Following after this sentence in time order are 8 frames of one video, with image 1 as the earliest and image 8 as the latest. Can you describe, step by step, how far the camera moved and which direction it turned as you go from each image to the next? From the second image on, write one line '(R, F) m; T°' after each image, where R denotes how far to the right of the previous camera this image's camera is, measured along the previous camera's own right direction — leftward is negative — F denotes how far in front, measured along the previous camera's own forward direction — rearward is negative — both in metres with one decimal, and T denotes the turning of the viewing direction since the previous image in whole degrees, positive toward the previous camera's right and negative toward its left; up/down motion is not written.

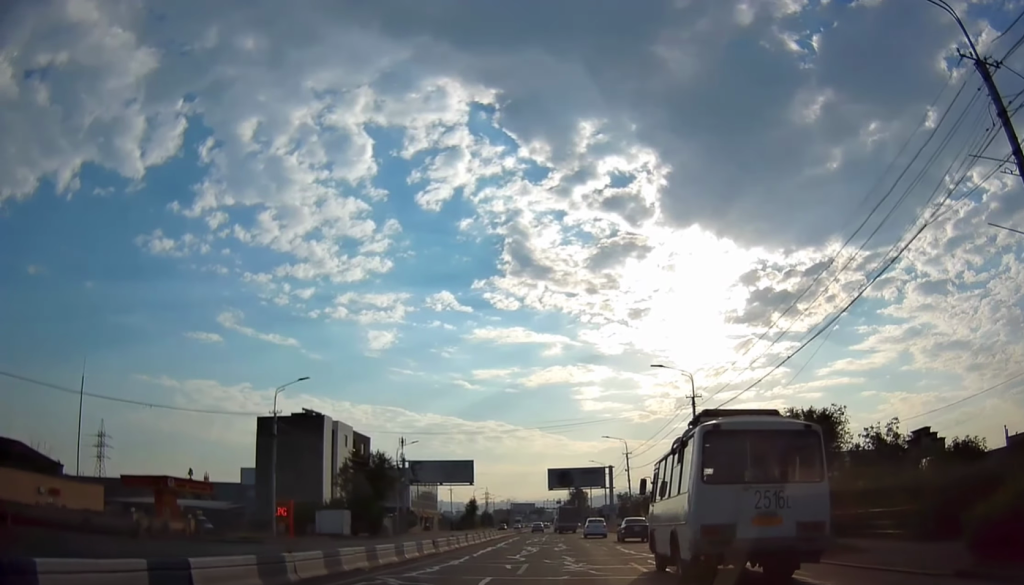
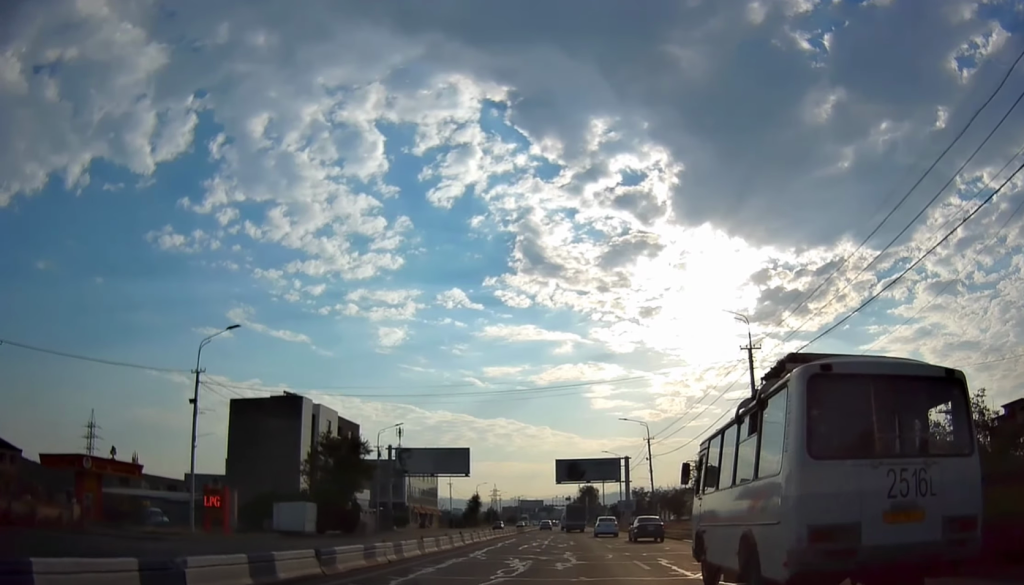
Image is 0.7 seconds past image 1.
(-0.1, +13.1) m; -1°
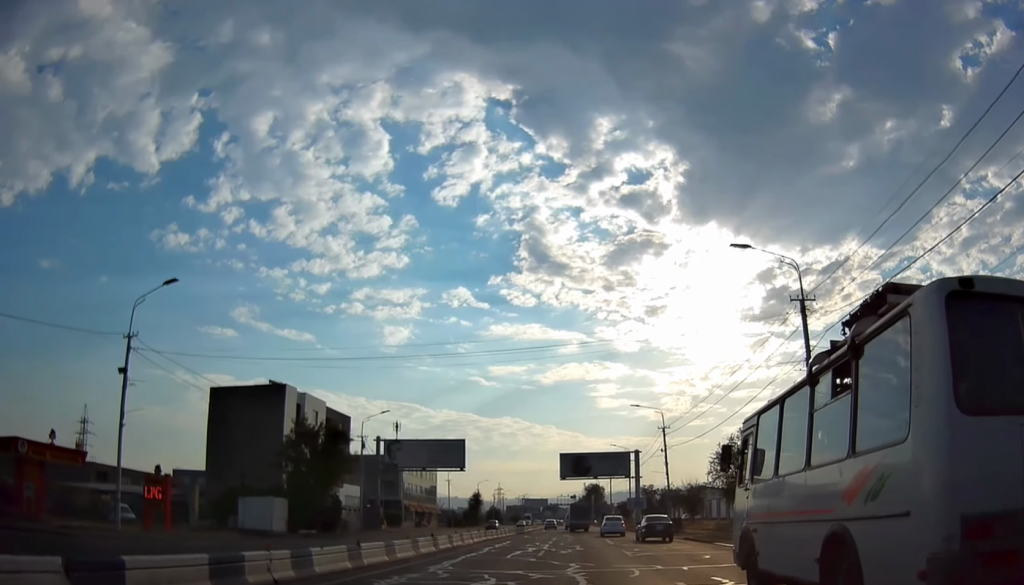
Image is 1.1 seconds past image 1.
(0.0, +7.5) m; 0°
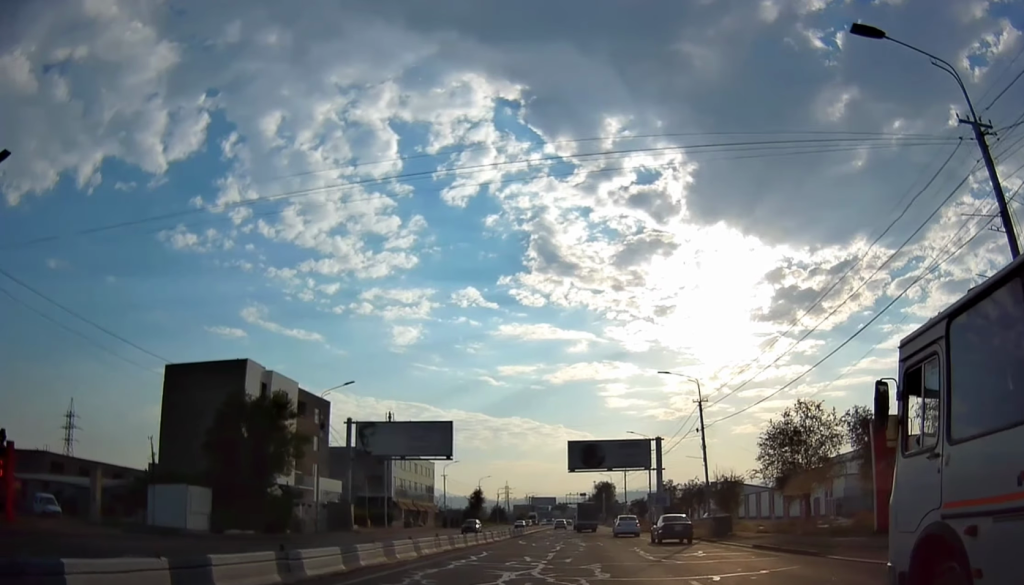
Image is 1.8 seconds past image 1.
(-0.1, +13.5) m; -1°
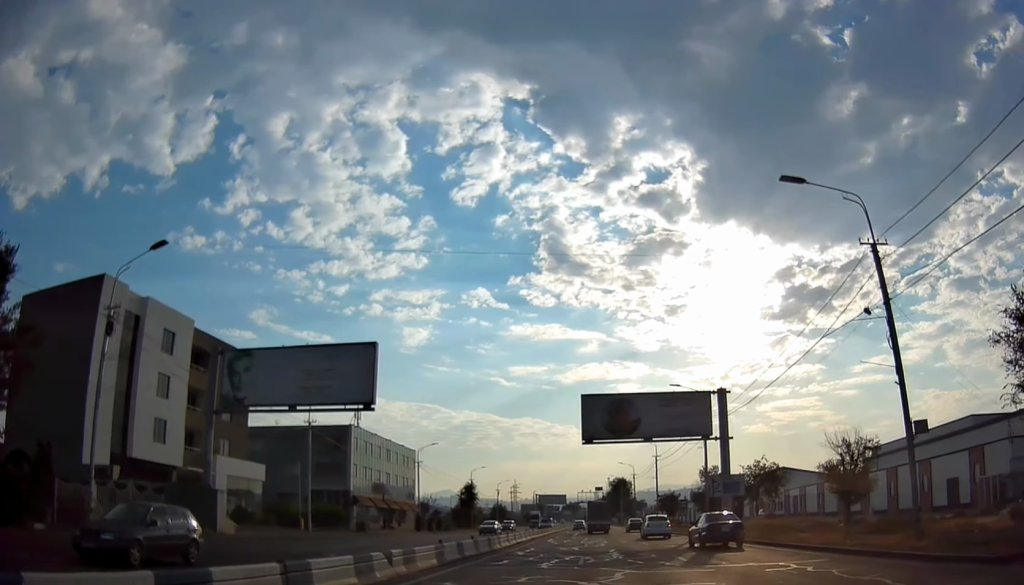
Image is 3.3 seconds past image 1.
(-0.3, +28.0) m; -2°
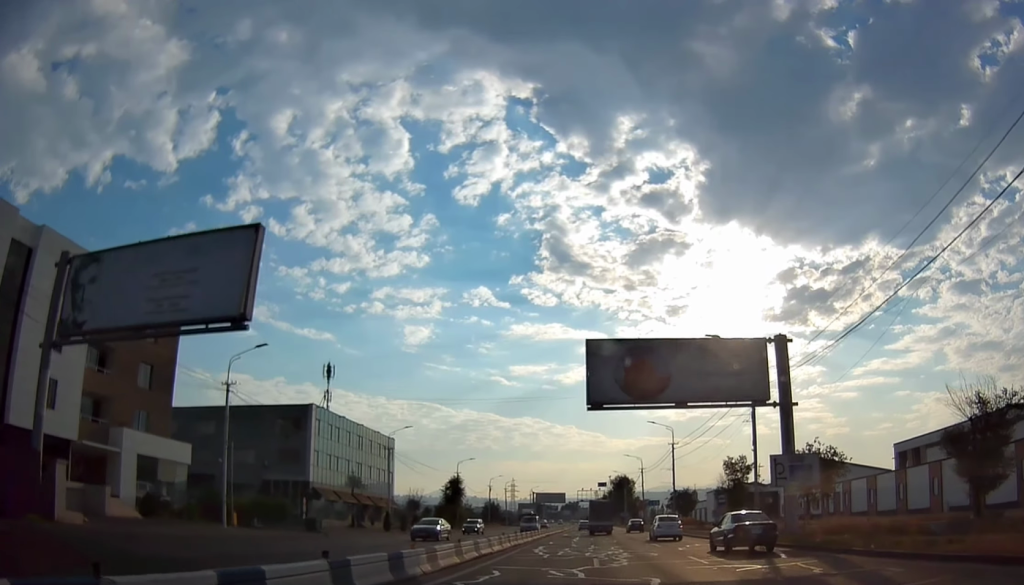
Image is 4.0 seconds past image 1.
(-0.3, +14.5) m; +1°
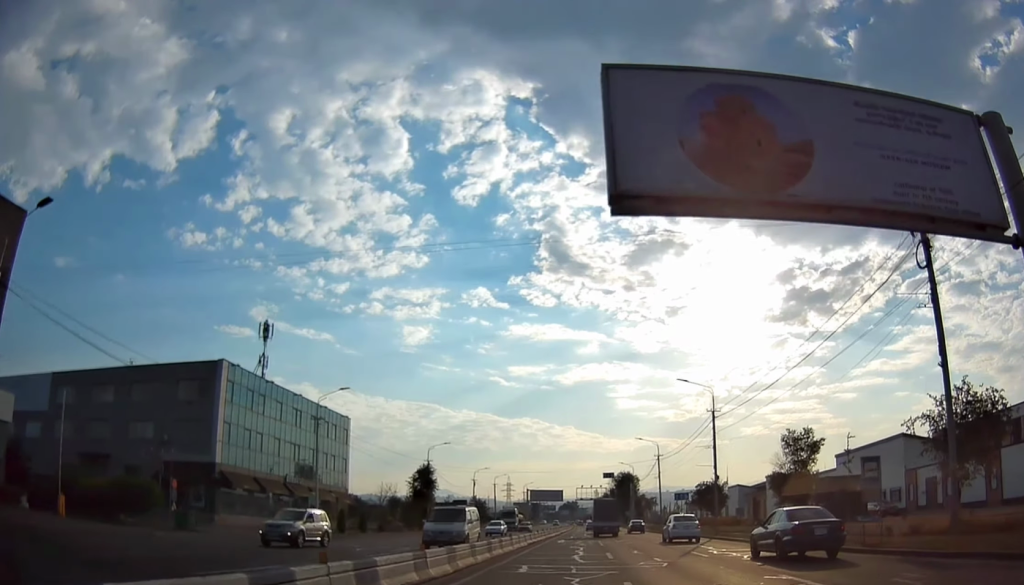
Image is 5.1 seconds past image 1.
(+0.7, +21.6) m; +1°
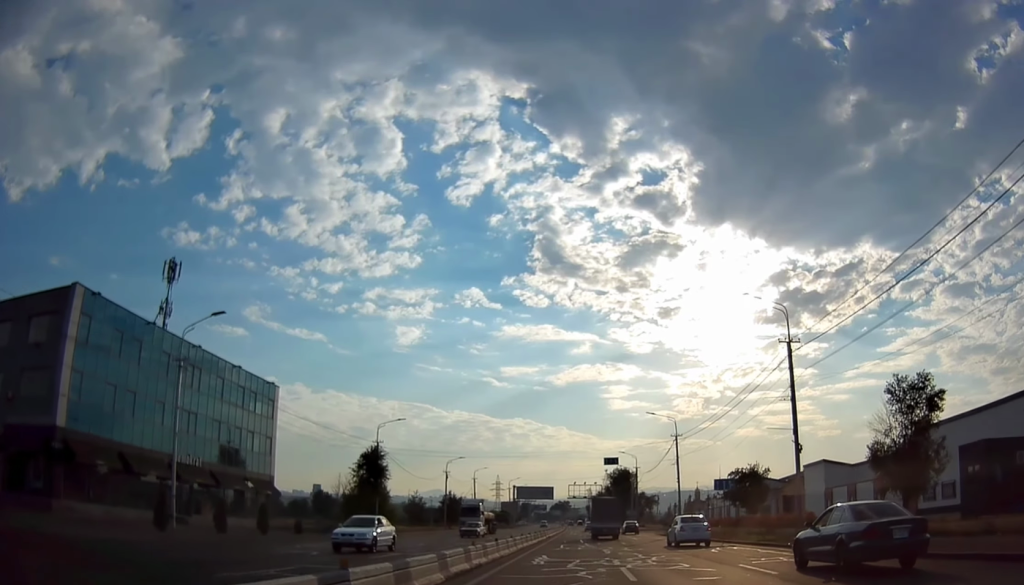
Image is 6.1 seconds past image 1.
(-0.6, +20.5) m; -1°
